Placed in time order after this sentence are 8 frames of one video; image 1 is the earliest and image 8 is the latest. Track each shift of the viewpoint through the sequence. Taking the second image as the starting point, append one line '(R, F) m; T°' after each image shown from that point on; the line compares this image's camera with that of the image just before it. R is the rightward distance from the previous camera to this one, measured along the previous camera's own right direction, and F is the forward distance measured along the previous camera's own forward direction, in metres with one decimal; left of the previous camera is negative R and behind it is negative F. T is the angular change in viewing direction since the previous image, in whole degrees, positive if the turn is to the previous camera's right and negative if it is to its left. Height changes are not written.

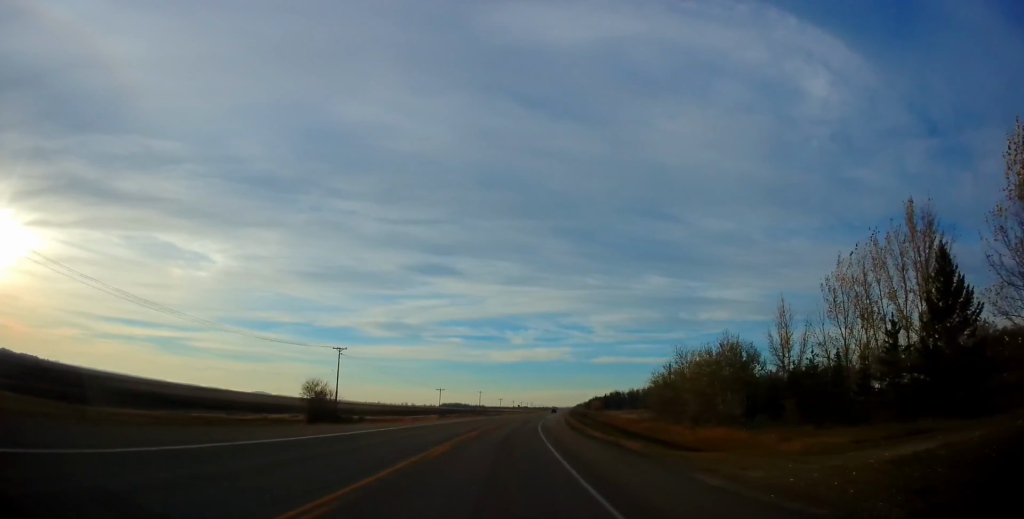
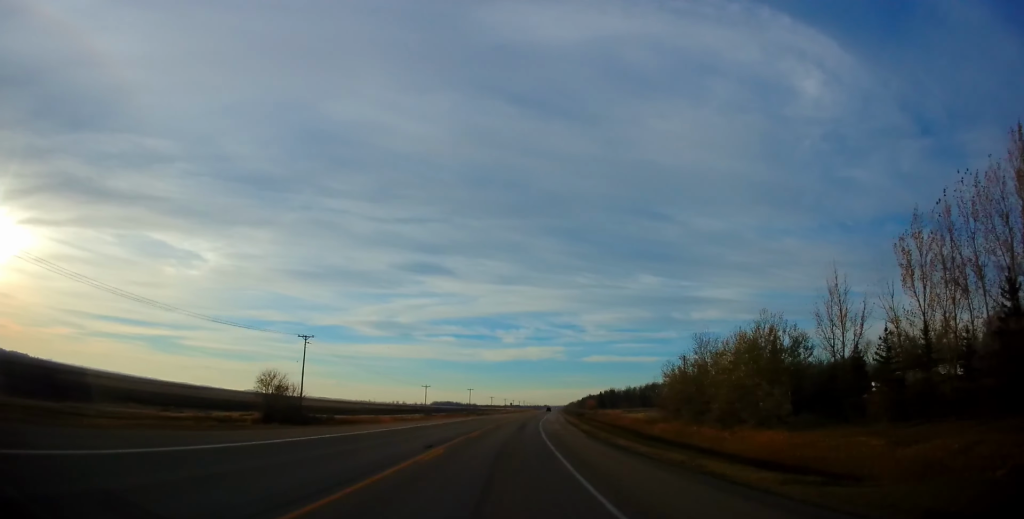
(+0.1, +13.6) m; +1°
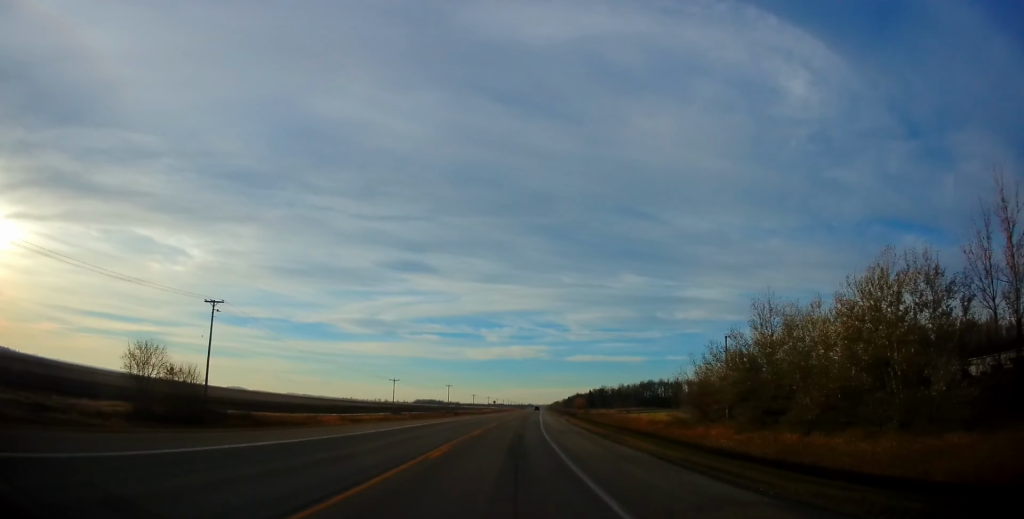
(+0.2, +24.7) m; +1°
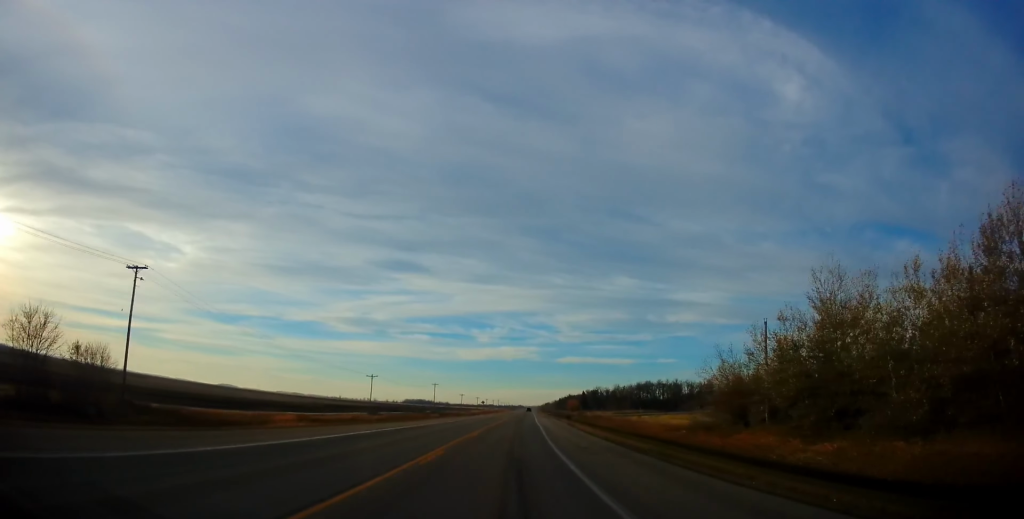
(+0.2, +13.6) m; +1°
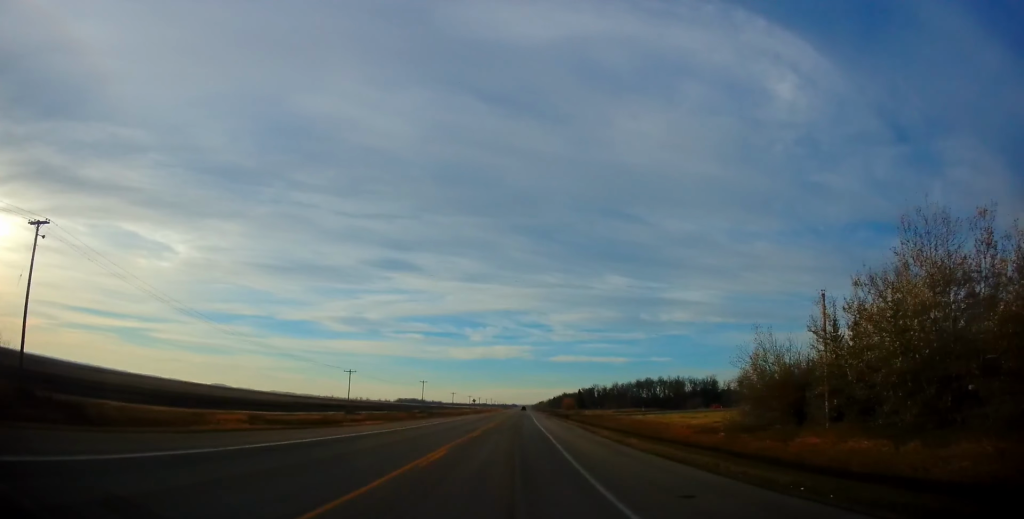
(+0.1, +12.8) m; +1°
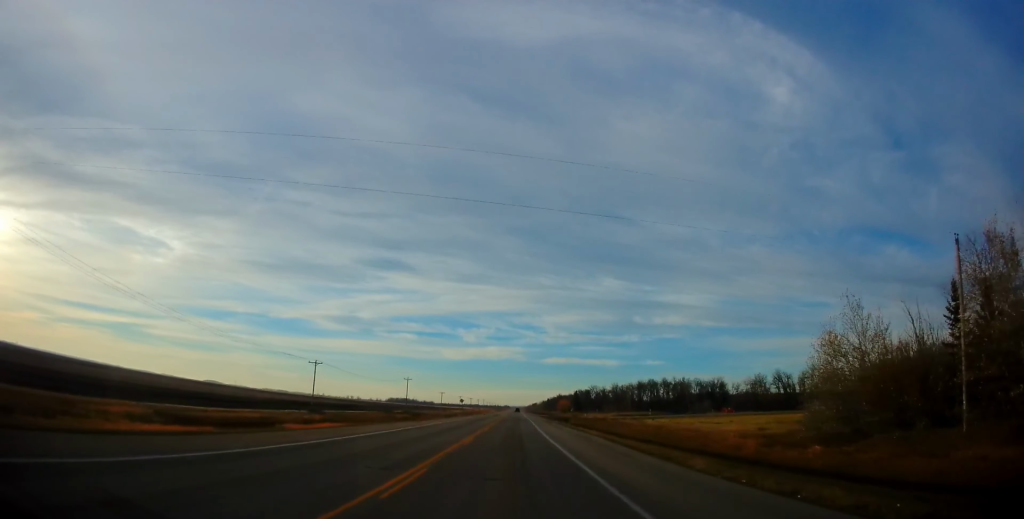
(+0.2, +17.0) m; +1°
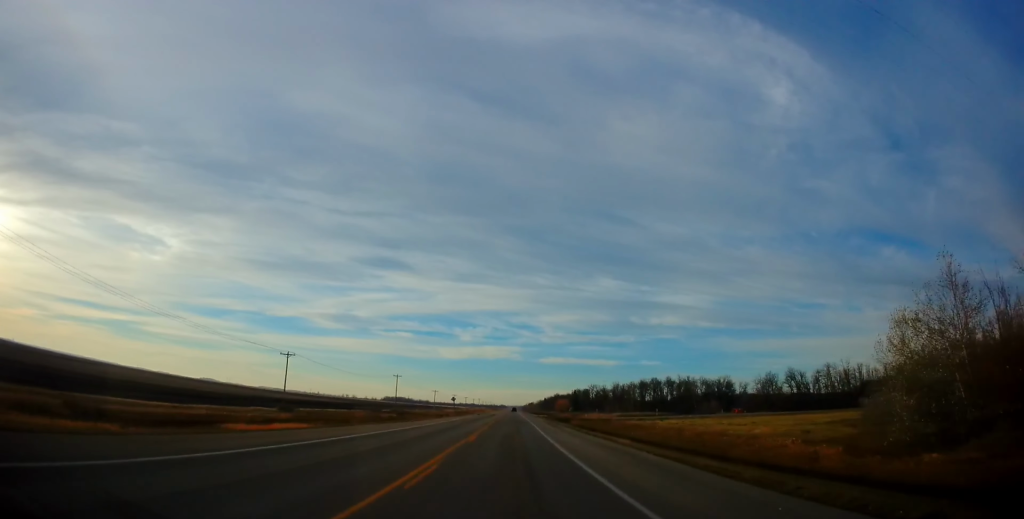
(0.0, +11.1) m; 0°
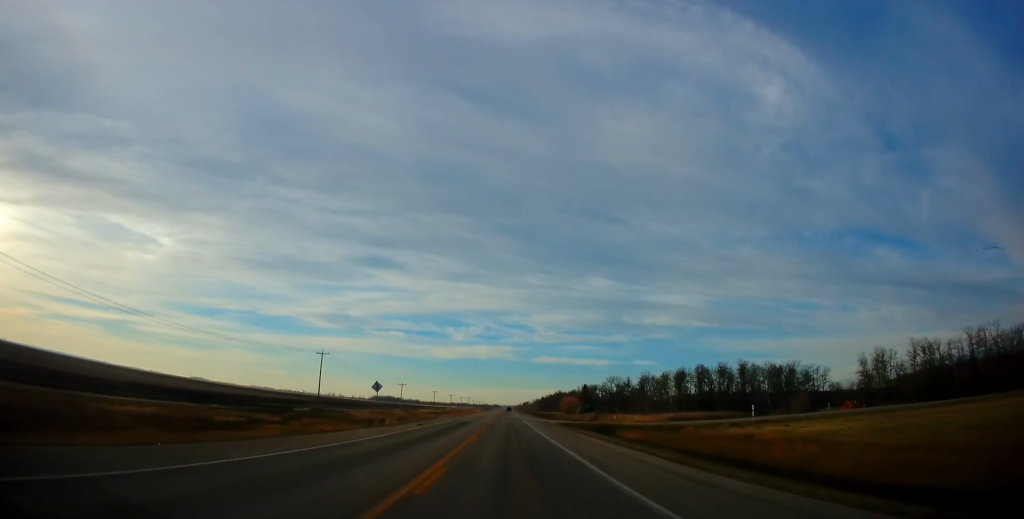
(+0.4, +61.9) m; 0°
